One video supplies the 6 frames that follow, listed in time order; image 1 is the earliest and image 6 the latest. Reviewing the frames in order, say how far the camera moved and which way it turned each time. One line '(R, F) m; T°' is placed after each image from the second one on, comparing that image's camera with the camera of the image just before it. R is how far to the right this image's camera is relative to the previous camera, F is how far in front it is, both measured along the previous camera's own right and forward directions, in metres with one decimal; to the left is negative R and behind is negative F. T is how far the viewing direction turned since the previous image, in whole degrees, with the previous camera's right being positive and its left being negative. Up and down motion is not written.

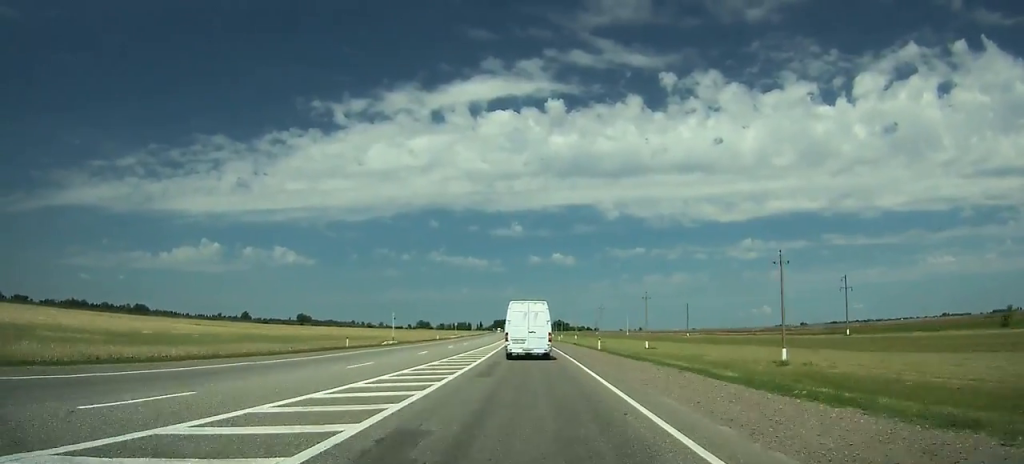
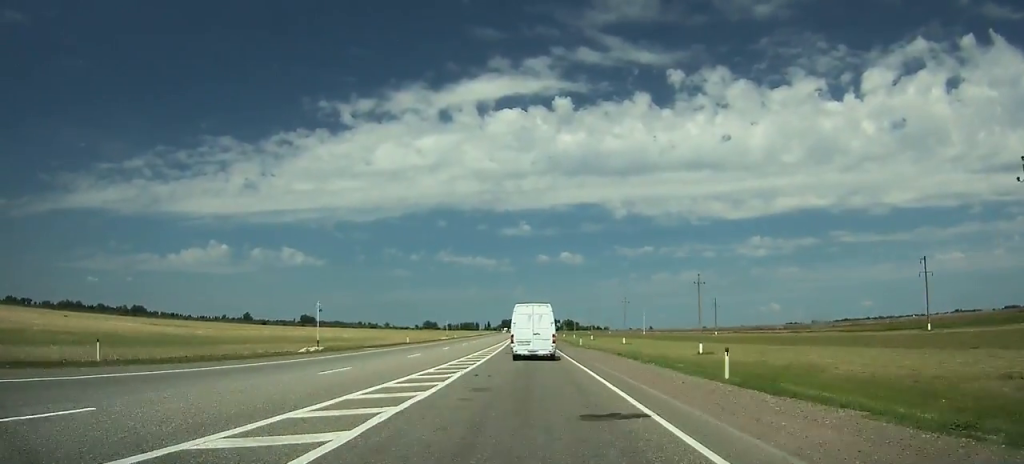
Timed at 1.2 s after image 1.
(0.0, +26.5) m; -1°
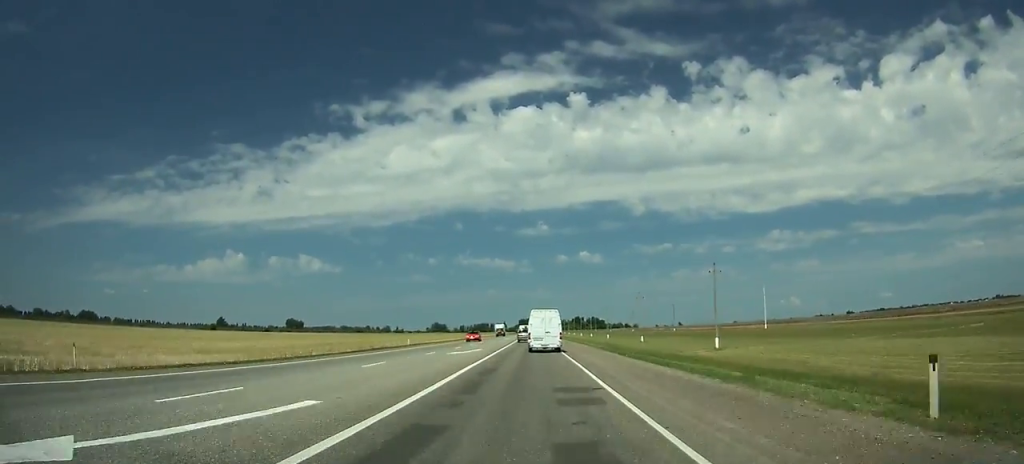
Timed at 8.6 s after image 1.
(-4.0, +154.5) m; -2°
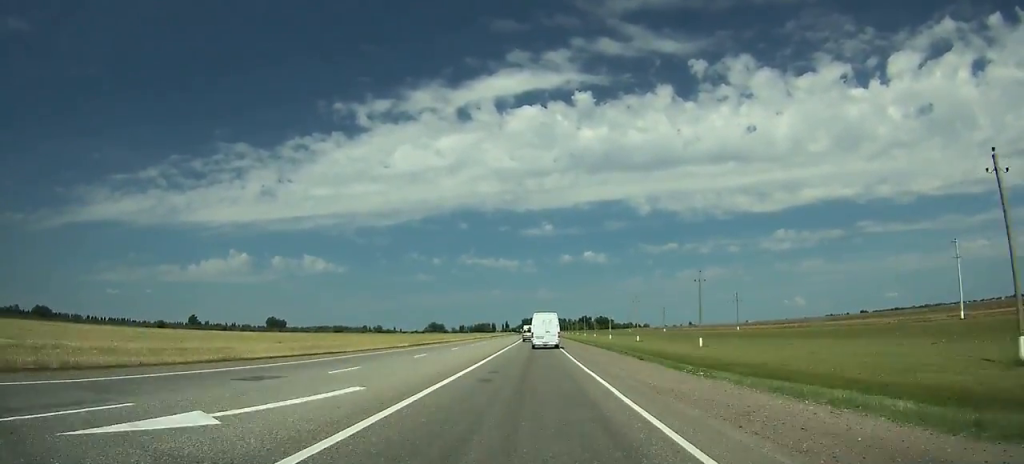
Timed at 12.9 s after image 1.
(-0.2, +88.6) m; 0°
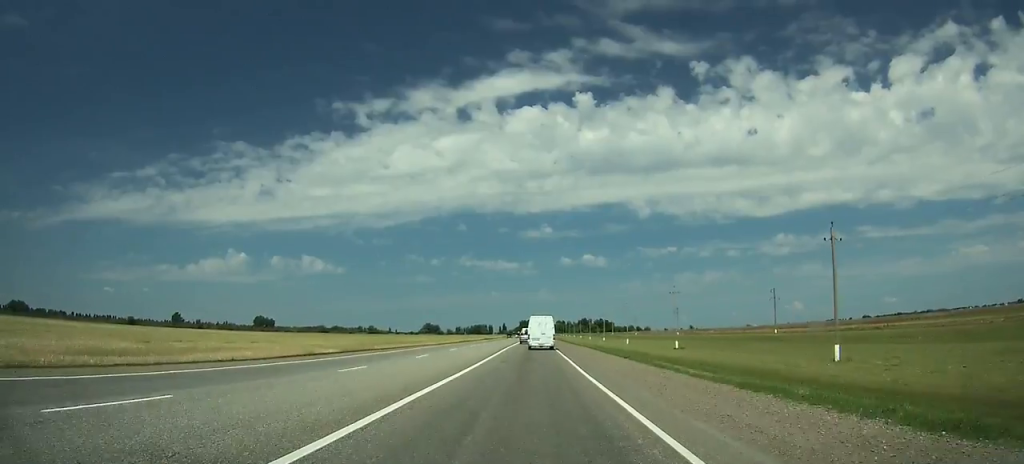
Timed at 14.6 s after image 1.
(0.0, +35.7) m; 0°
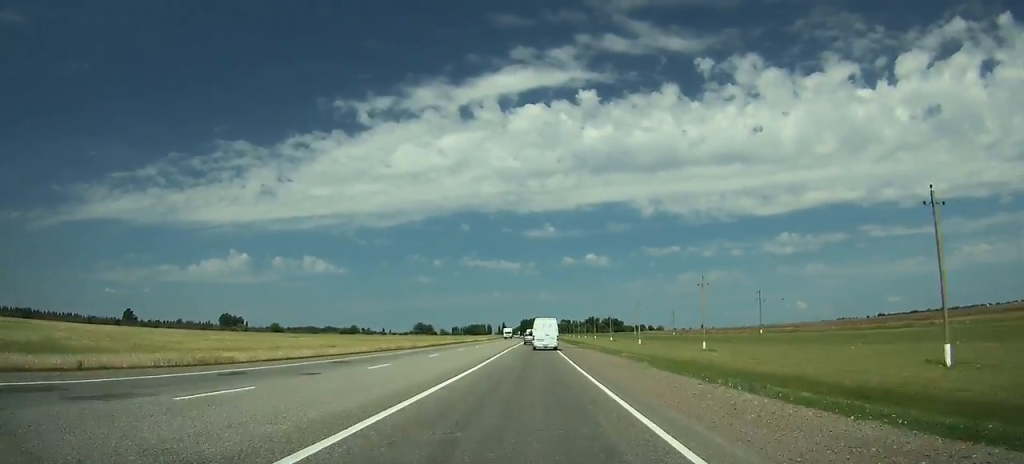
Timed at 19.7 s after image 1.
(+0.1, +107.8) m; 0°
